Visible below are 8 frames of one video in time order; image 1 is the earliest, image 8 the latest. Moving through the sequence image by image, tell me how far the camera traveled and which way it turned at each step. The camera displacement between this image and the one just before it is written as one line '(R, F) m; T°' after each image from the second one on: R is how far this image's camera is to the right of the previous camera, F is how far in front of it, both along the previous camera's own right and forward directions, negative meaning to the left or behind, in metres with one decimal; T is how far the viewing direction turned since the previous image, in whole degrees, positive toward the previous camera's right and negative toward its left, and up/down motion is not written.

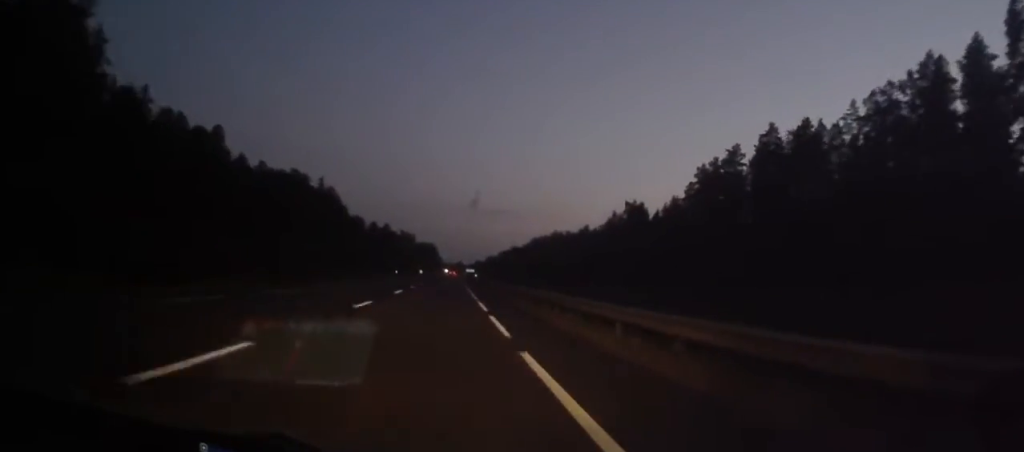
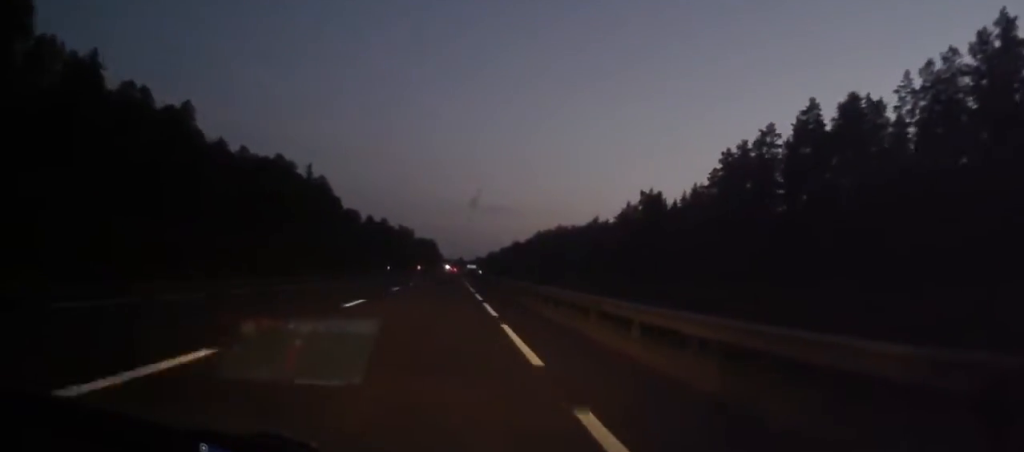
(0.0, +13.5) m; 0°
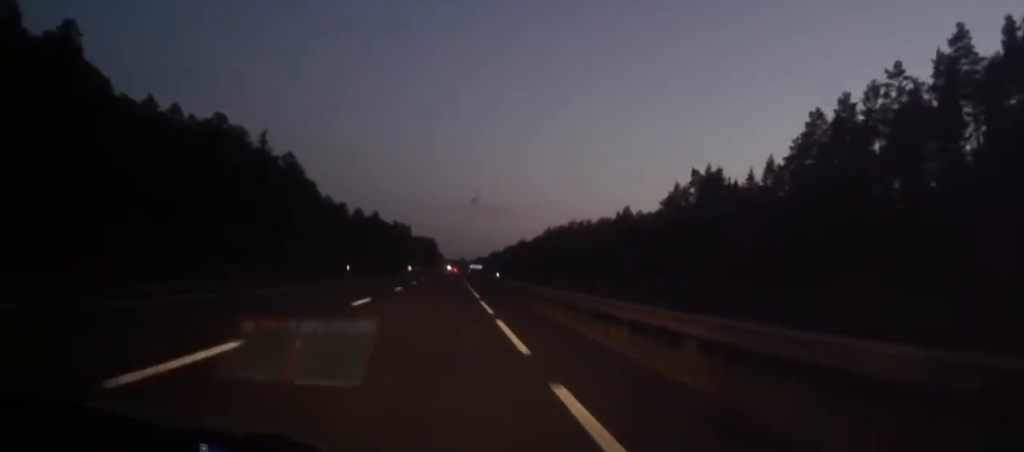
(0.0, +34.8) m; 0°
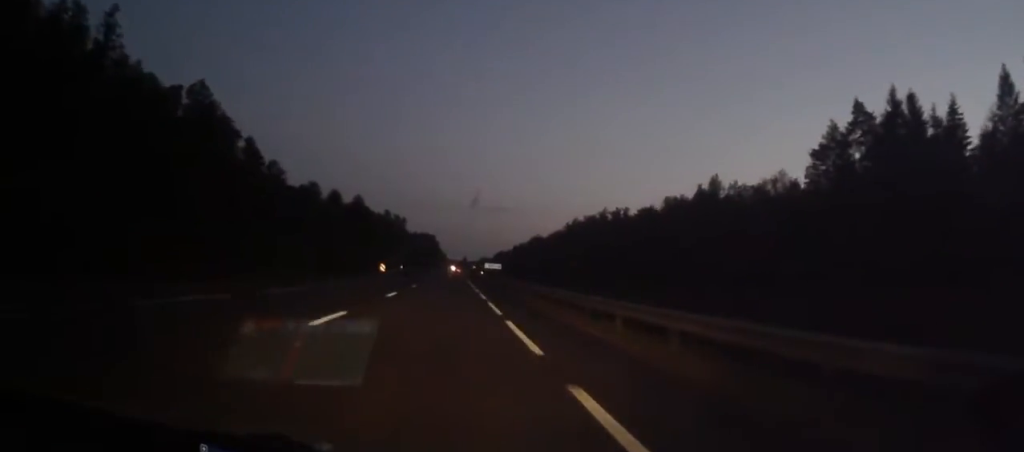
(-0.1, +54.5) m; 0°
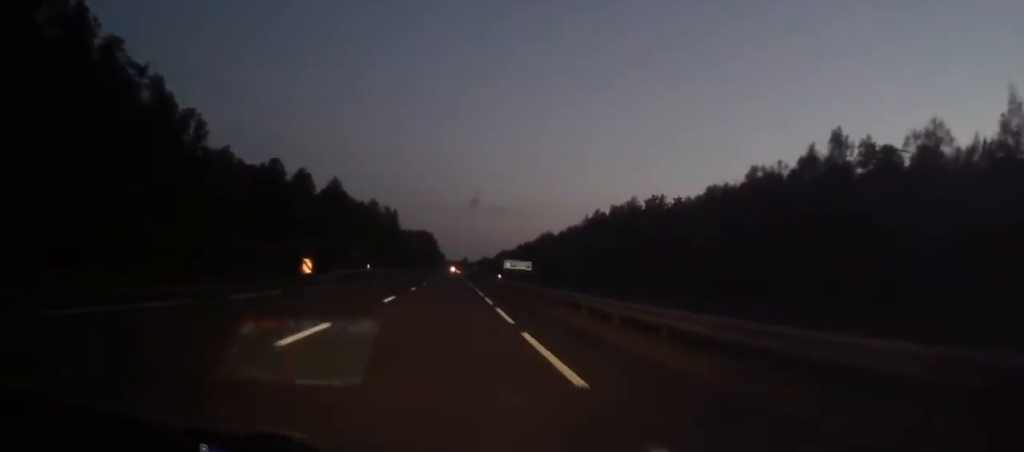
(-0.1, +39.0) m; 0°
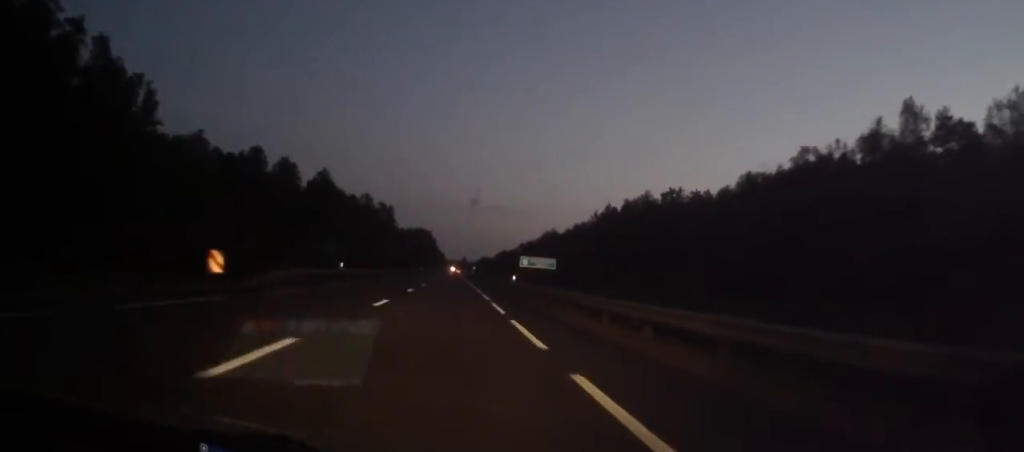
(-0.1, +14.6) m; 0°
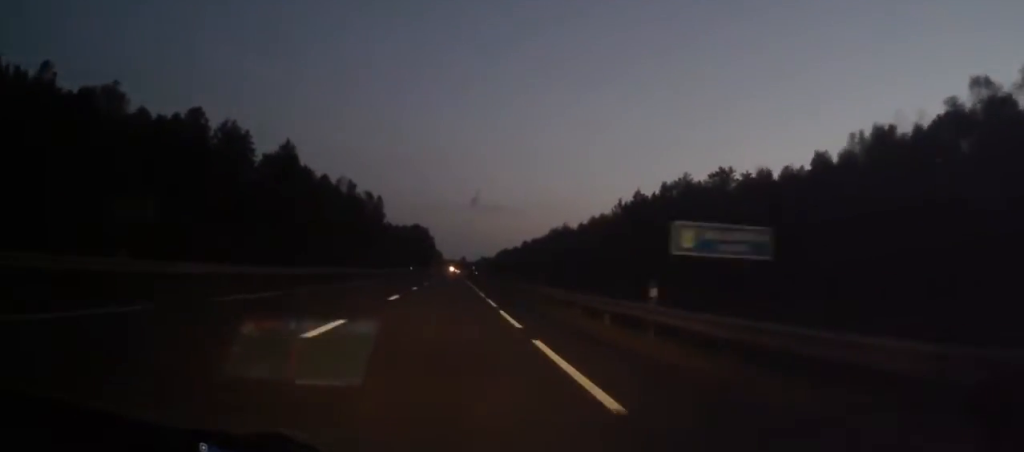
(+0.1, +32.0) m; 0°
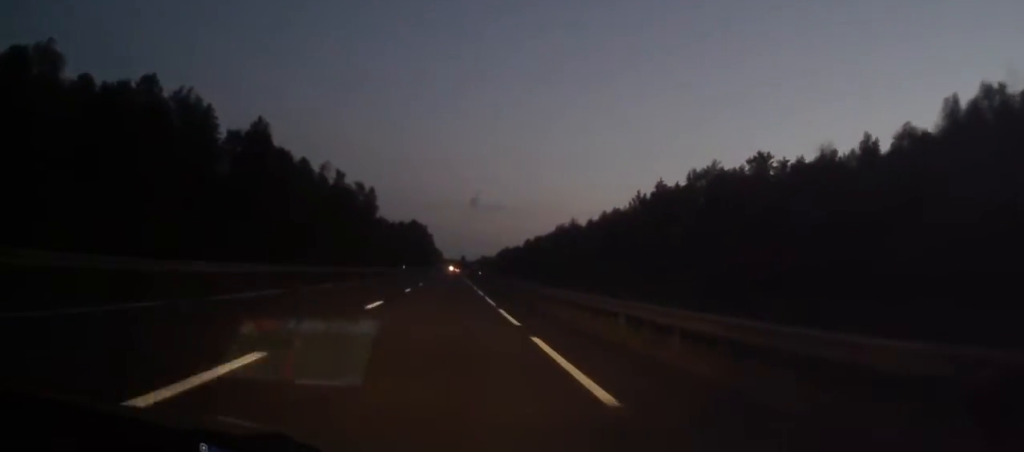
(+0.1, +17.5) m; 0°
